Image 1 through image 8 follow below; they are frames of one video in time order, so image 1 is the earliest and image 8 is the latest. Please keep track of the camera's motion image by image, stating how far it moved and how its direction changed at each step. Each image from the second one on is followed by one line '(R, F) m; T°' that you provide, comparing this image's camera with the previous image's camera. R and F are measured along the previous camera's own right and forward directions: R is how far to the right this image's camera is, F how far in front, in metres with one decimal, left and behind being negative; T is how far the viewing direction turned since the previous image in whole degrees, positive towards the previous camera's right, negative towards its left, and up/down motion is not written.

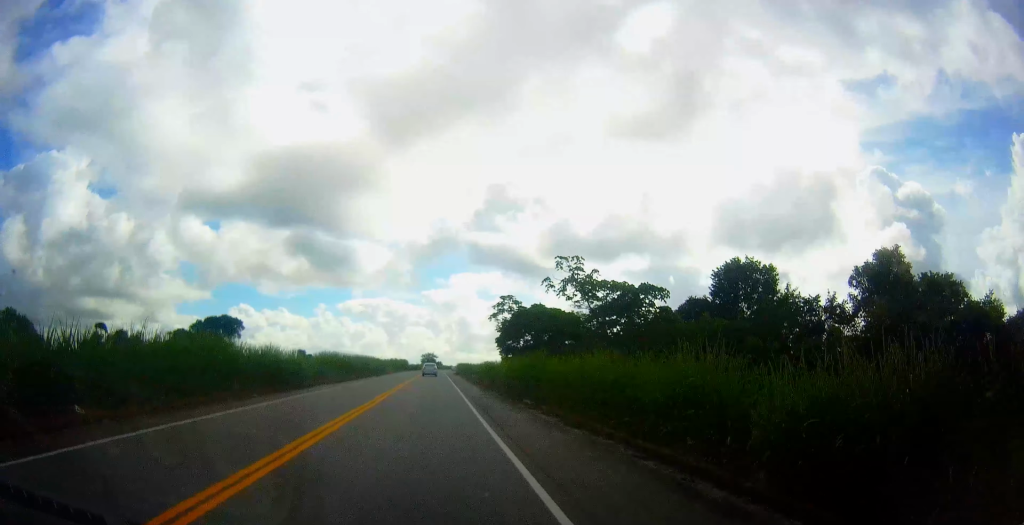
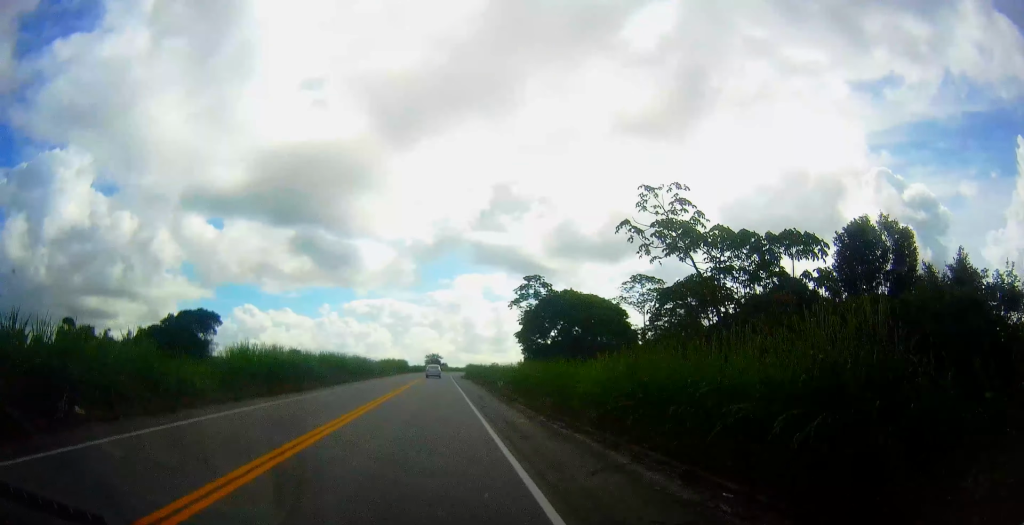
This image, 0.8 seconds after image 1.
(-0.2, +20.9) m; 0°
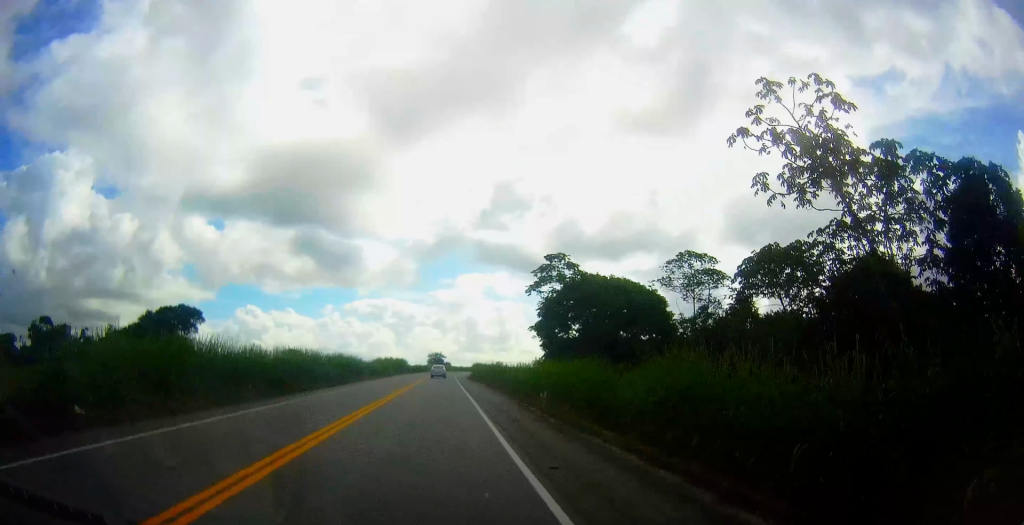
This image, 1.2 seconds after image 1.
(+0.2, +12.9) m; 0°
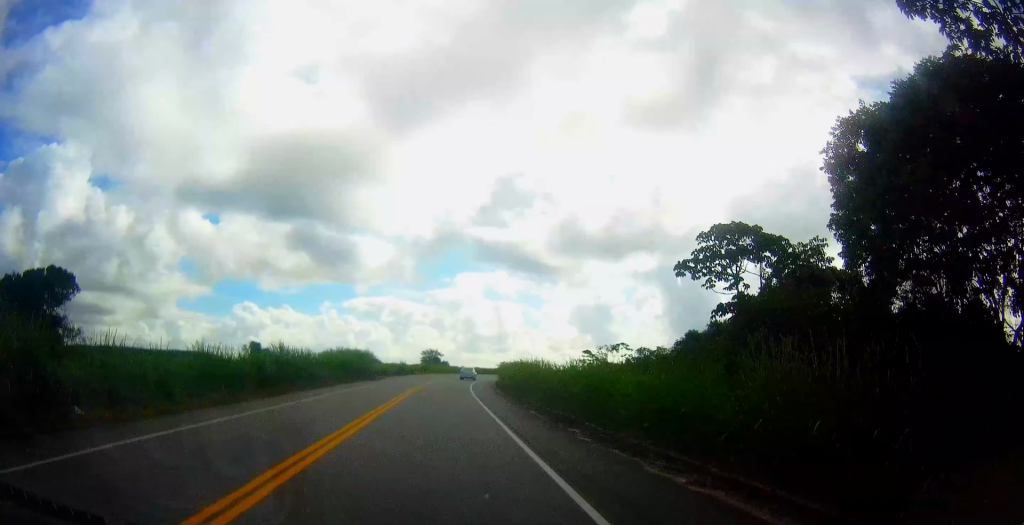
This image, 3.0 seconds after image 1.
(+0.4, +51.4) m; +1°
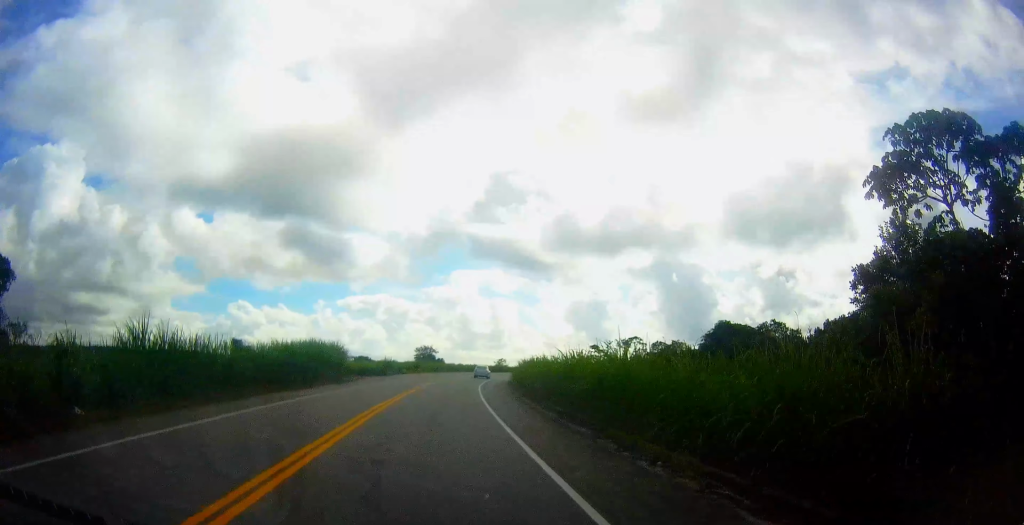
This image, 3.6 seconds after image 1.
(+0.3, +16.3) m; 0°
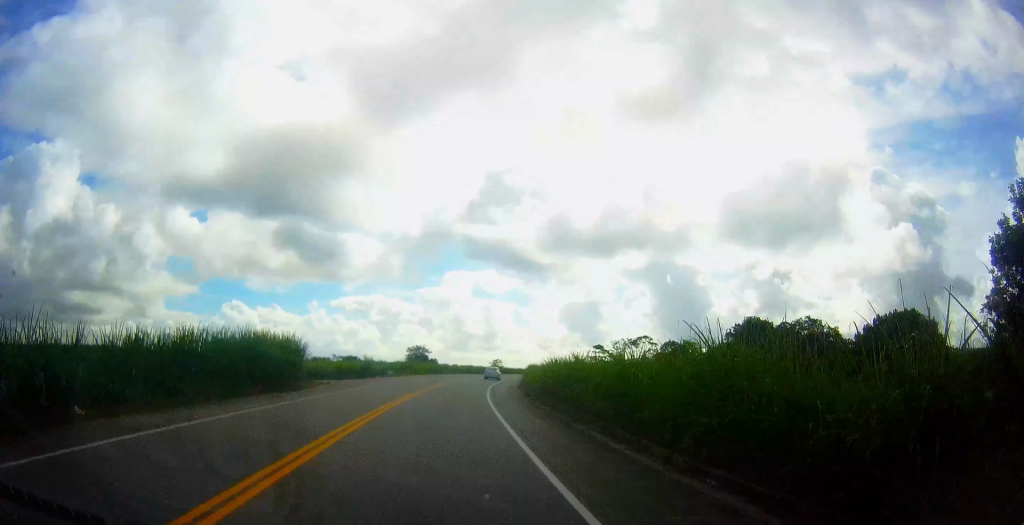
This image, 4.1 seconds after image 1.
(-0.2, +12.6) m; 0°
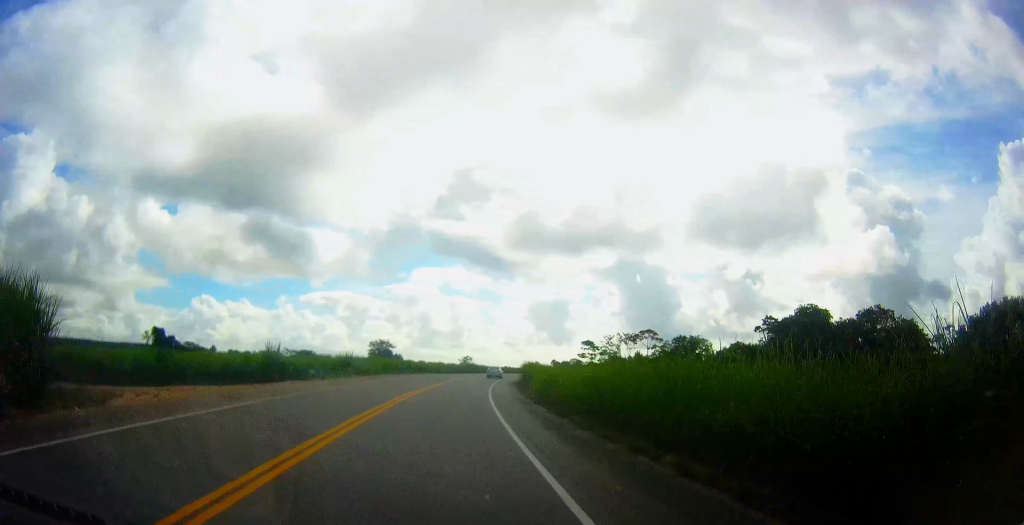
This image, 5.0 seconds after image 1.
(-0.2, +24.0) m; +1°
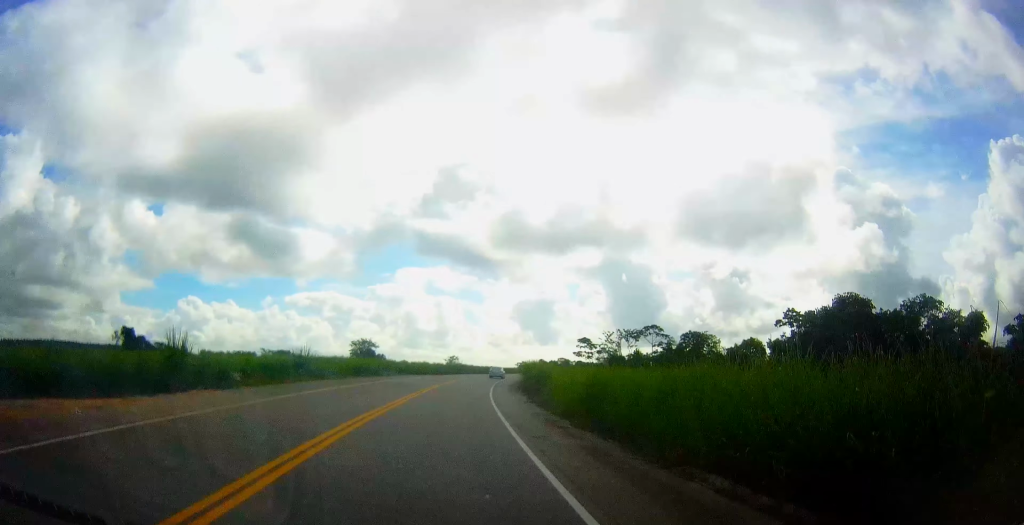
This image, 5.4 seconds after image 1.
(-0.1, +11.2) m; +1°
